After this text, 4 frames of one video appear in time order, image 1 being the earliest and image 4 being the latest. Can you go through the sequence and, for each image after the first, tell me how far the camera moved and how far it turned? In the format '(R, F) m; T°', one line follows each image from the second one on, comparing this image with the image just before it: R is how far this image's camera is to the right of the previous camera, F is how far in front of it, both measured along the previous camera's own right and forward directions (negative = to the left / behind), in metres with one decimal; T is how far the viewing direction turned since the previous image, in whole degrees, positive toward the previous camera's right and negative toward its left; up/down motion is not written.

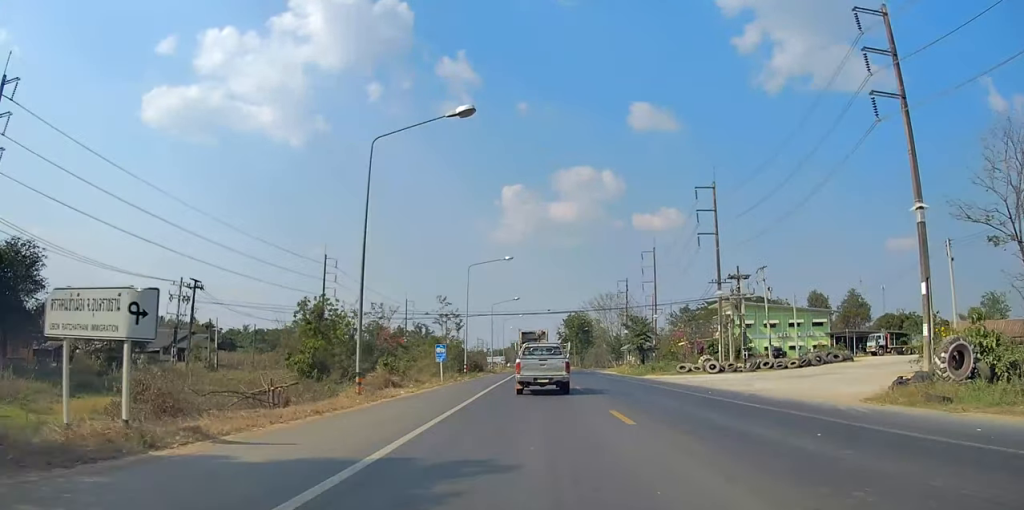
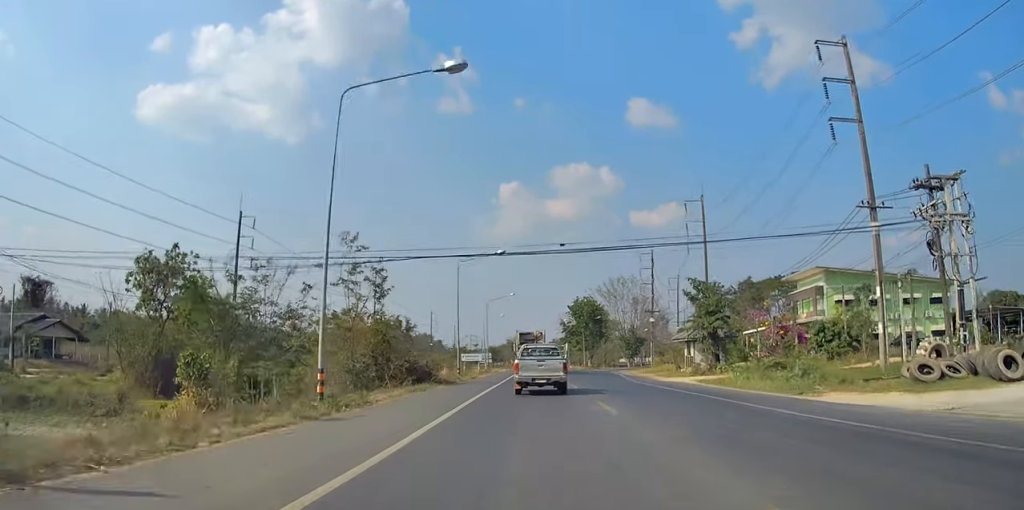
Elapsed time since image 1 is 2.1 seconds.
(-0.1, +33.9) m; 0°
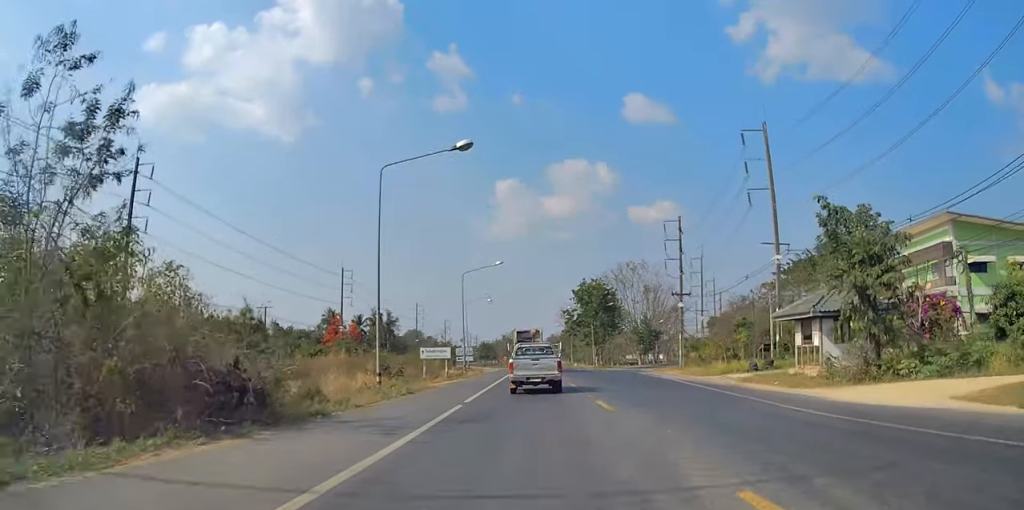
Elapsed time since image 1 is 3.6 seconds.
(+0.6, +23.1) m; 0°
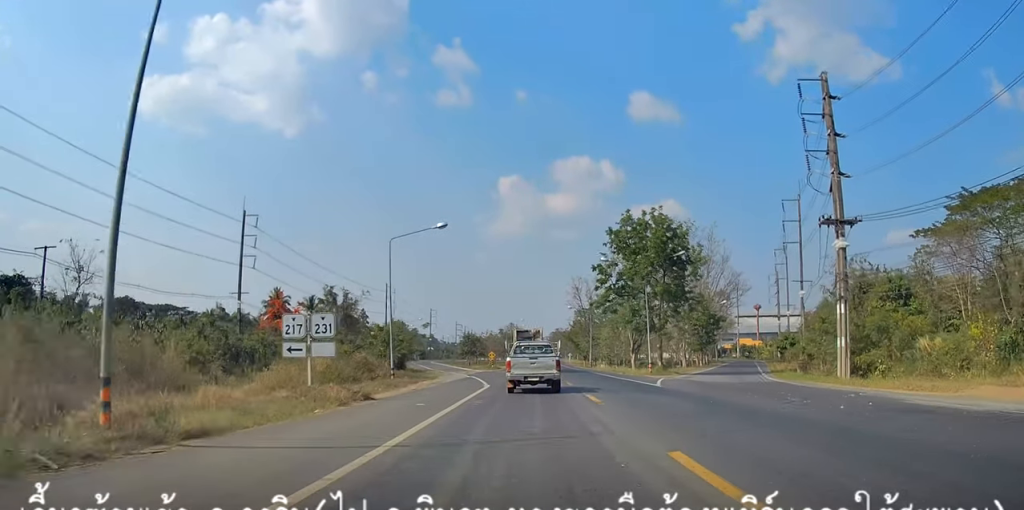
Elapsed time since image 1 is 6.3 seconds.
(-0.5, +45.1) m; 0°
